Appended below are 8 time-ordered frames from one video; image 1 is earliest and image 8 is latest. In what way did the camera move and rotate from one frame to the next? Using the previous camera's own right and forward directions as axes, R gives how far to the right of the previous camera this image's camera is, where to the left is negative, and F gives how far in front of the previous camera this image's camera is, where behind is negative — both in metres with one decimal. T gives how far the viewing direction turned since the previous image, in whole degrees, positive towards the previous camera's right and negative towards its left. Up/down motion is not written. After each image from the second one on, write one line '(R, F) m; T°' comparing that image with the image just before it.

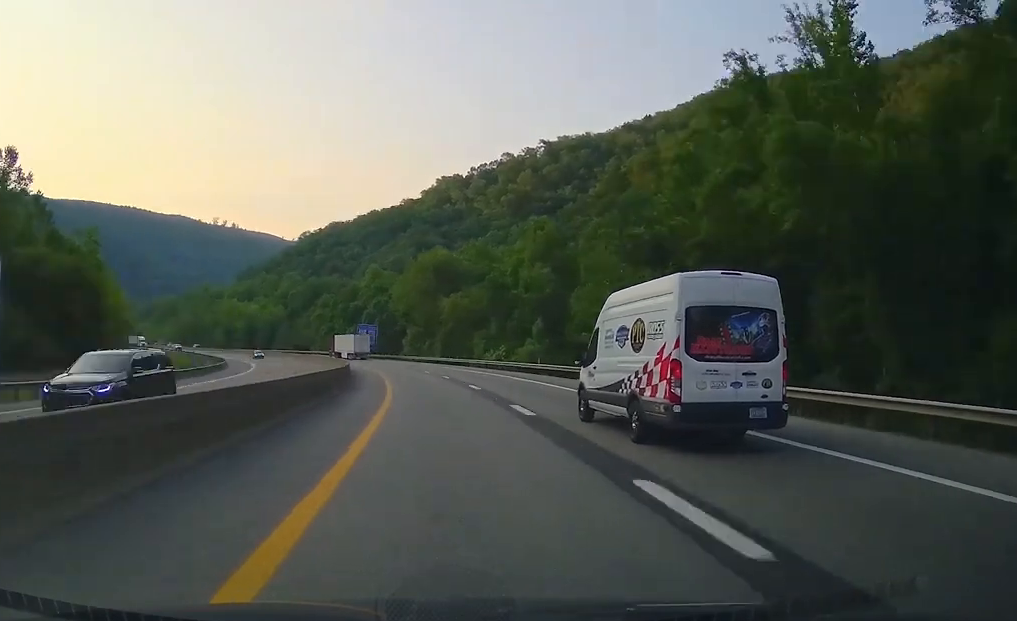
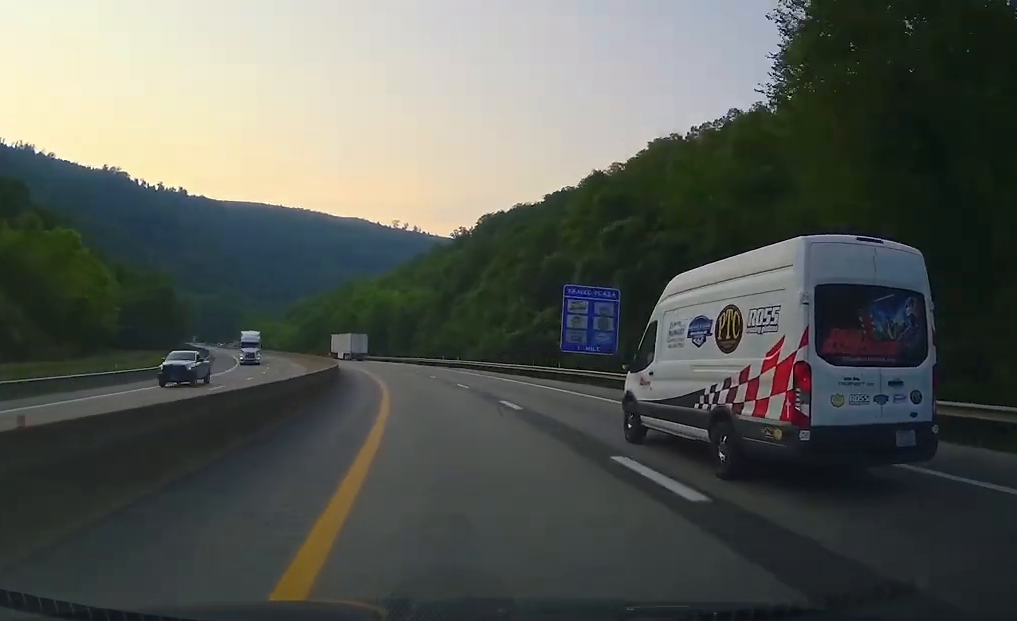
(-9.7, +96.7) m; -14°
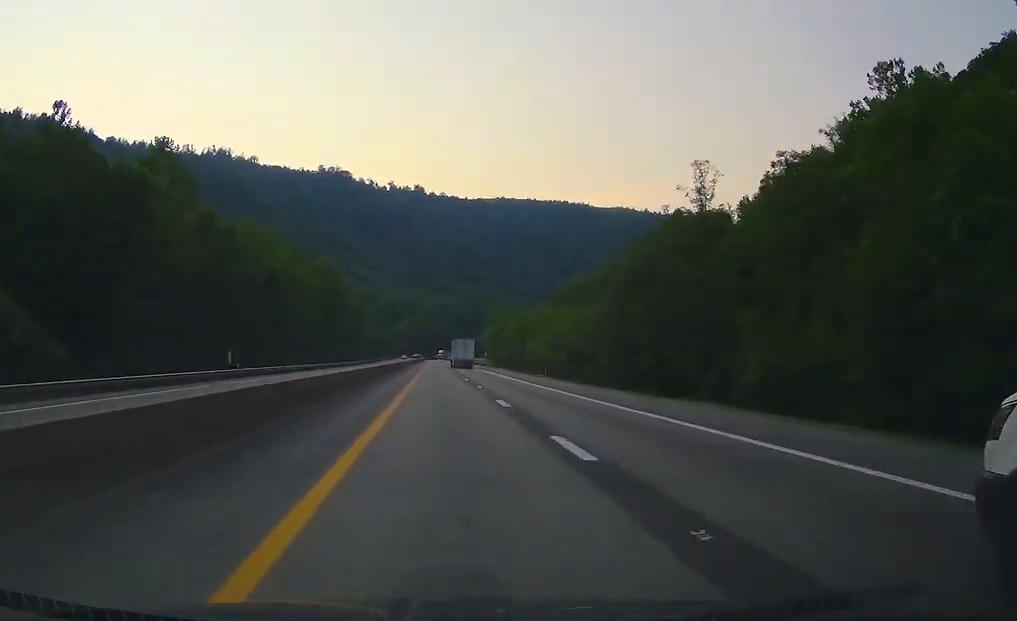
(-29.7, +169.5) m; -12°
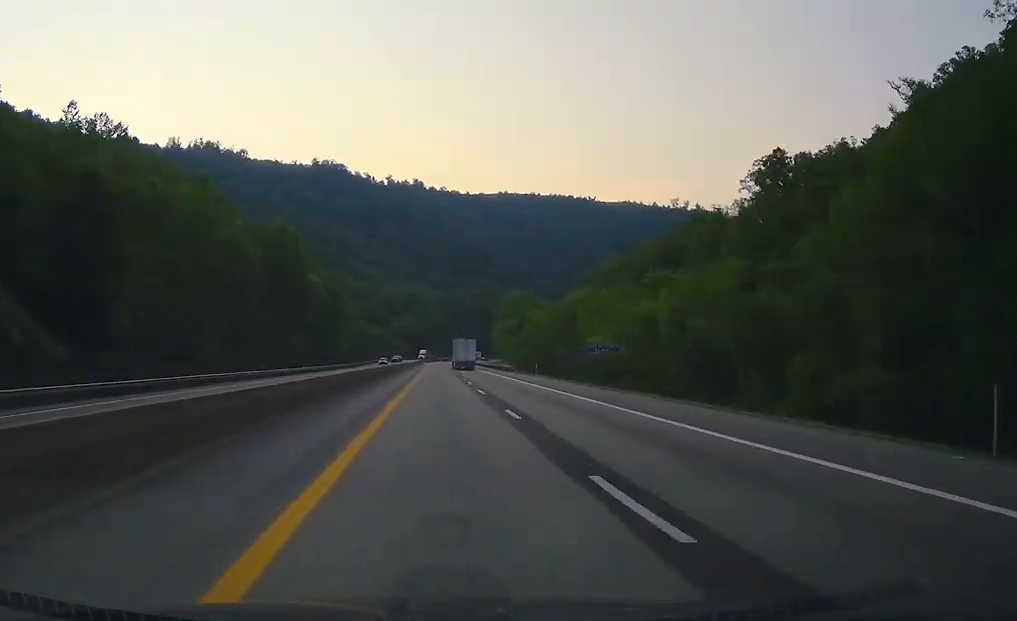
(-0.8, +52.8) m; -1°
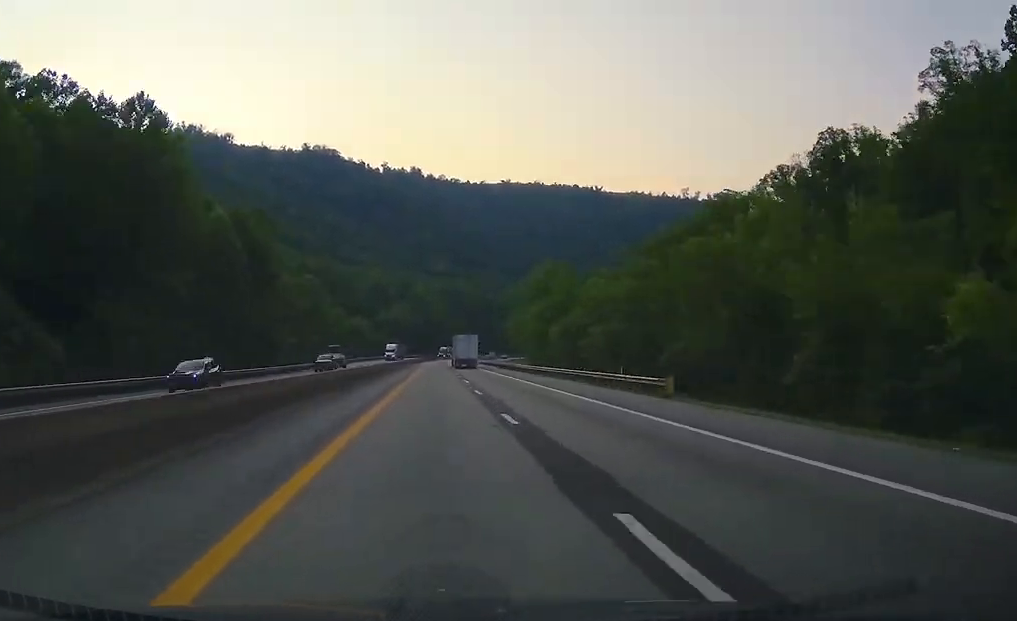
(-0.7, +61.3) m; +1°
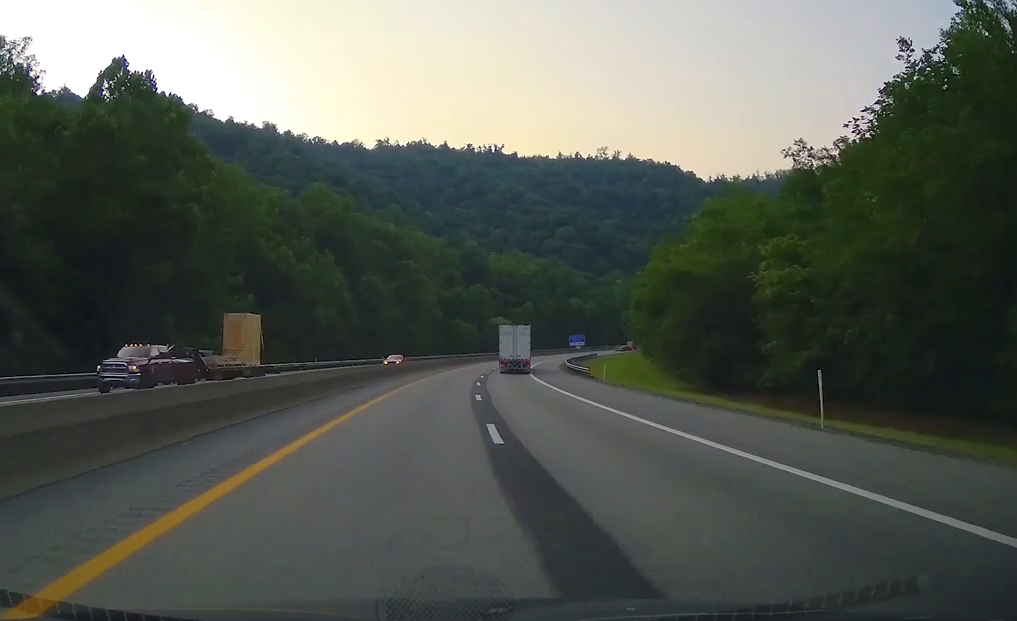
(+18.9, +232.5) m; +15°
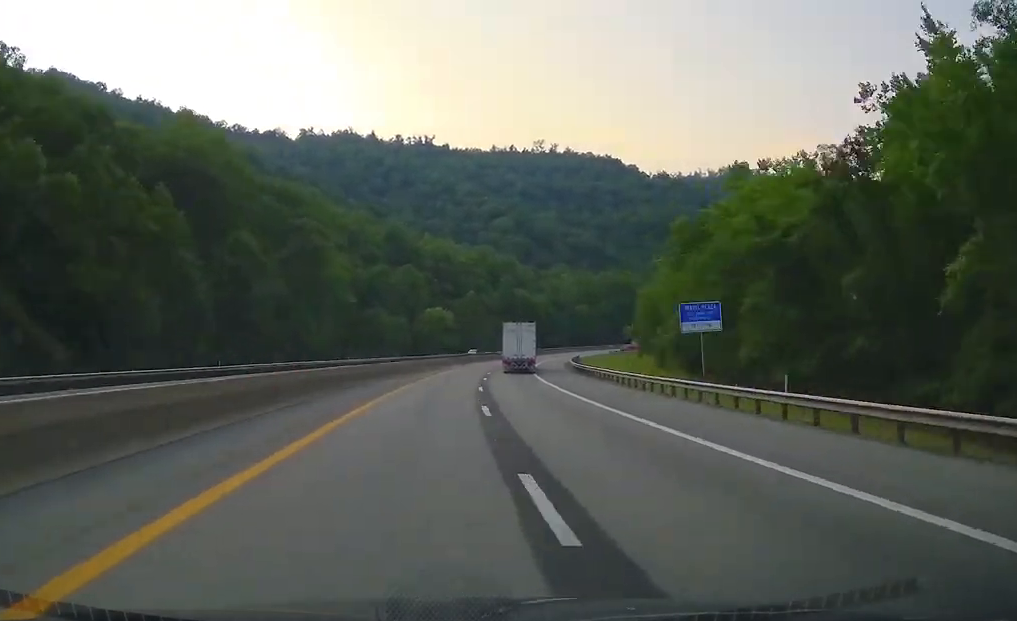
(+0.1, +56.3) m; +6°
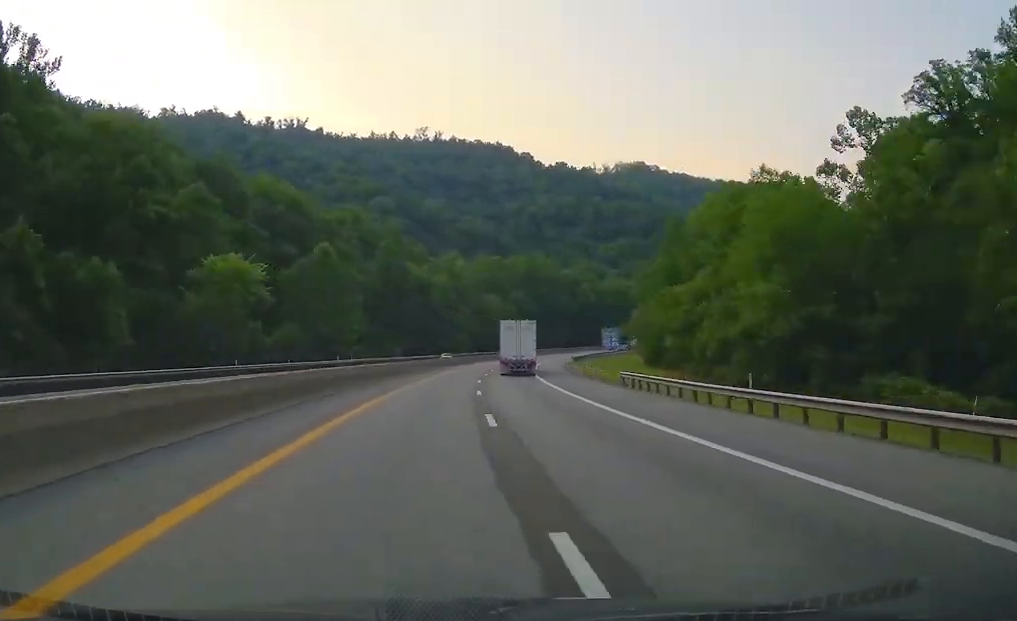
(+10.6, +88.1) m; +11°
